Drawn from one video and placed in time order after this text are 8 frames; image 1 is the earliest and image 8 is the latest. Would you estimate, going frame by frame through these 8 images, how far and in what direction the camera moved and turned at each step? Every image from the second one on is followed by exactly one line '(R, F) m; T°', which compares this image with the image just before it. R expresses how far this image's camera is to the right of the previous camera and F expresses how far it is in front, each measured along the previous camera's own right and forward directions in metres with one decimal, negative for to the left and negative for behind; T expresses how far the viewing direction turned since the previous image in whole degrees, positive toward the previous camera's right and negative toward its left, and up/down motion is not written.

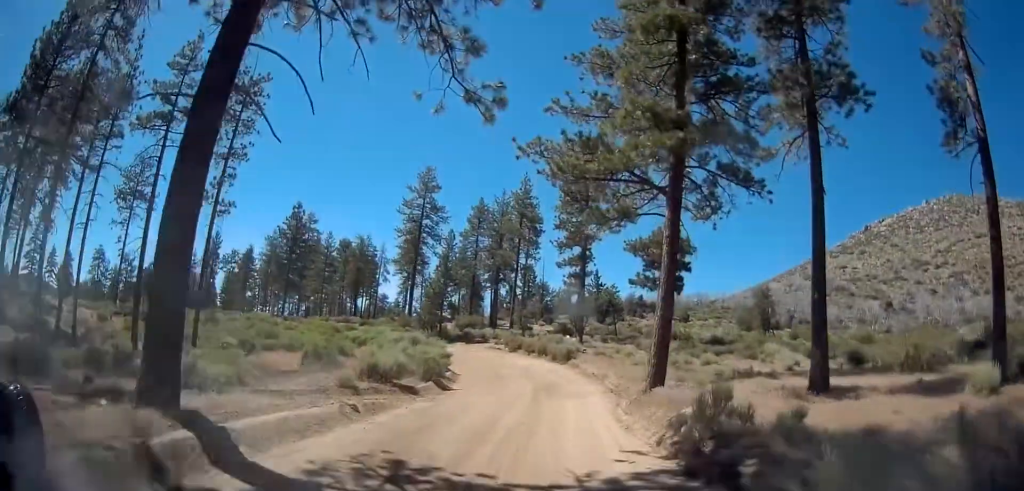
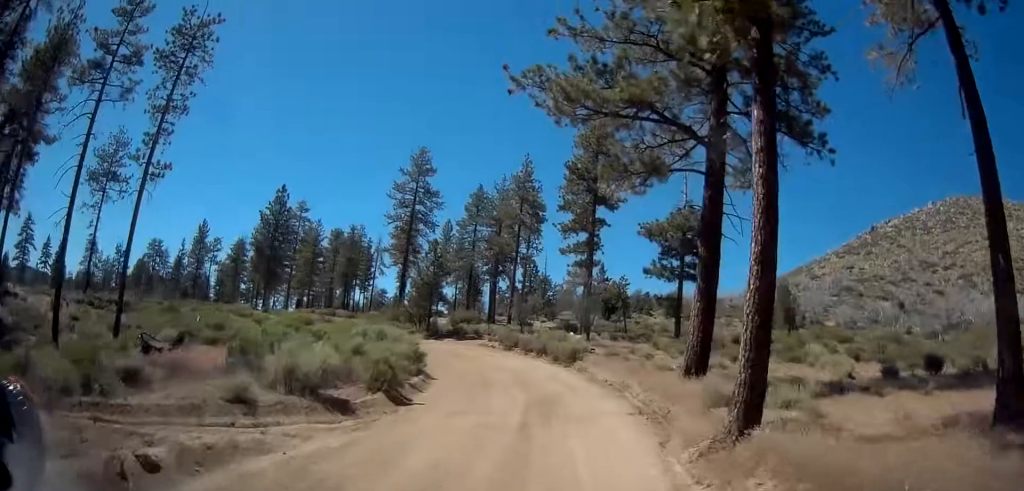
(+0.3, +6.6) m; -1°
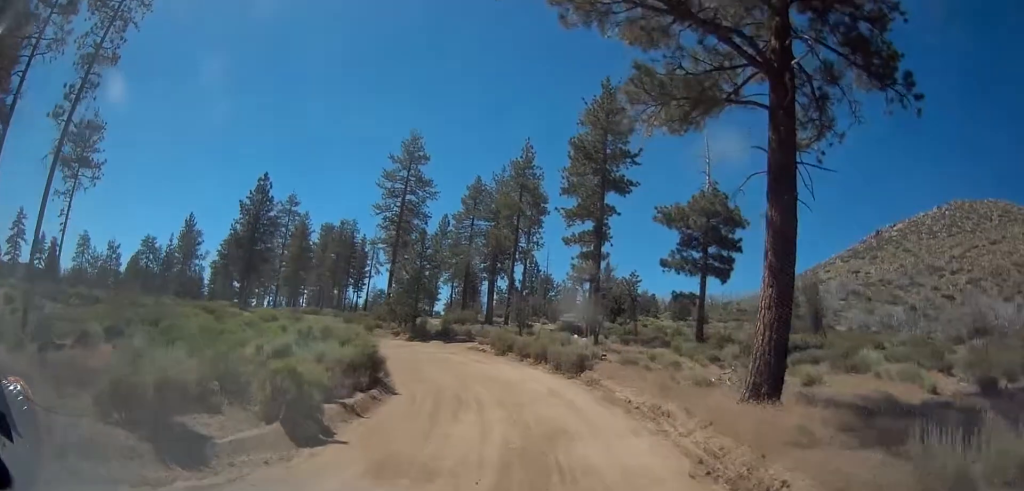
(-0.4, +6.2) m; +1°
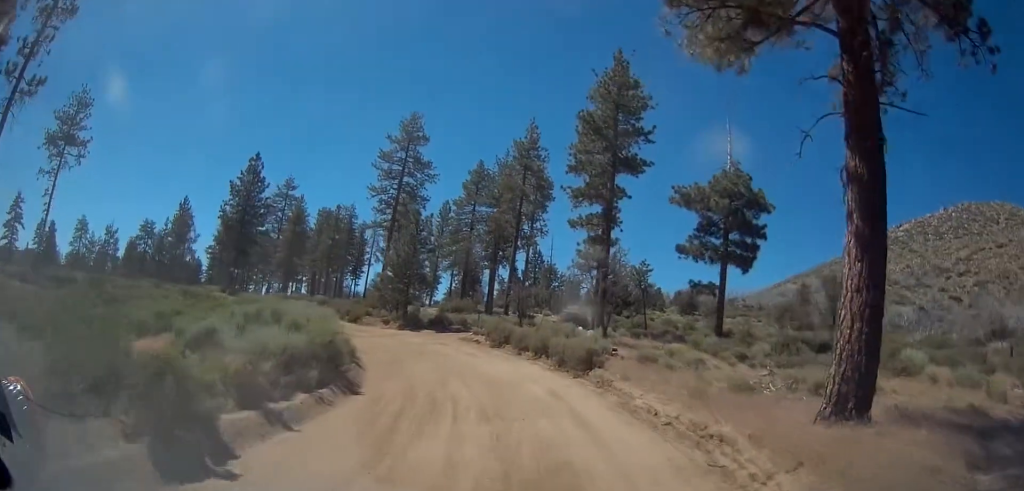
(+0.2, +3.7) m; +1°
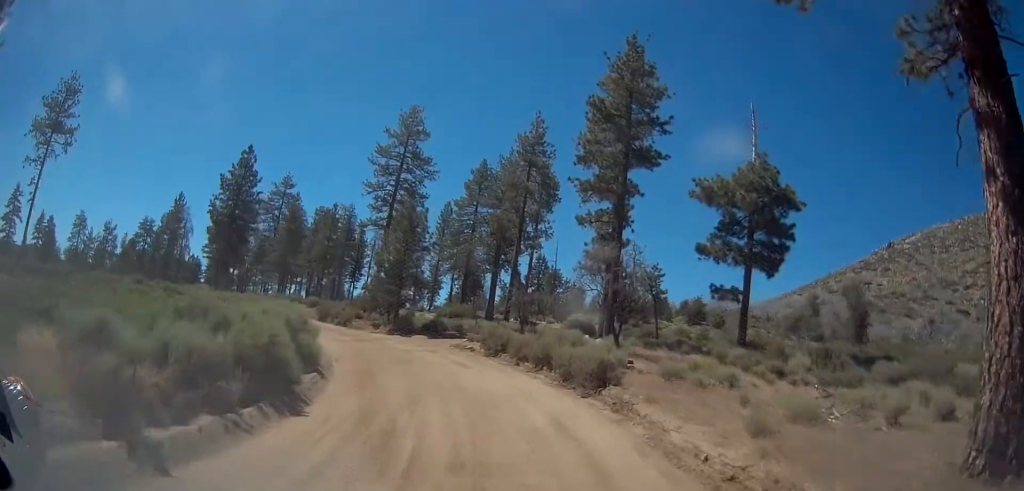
(+0.4, +3.6) m; +1°
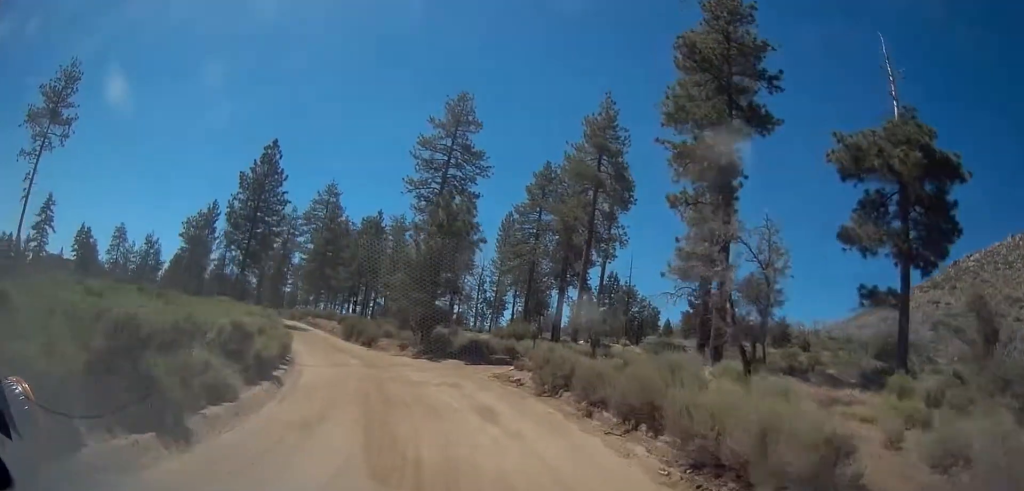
(-1.2, +9.7) m; -12°
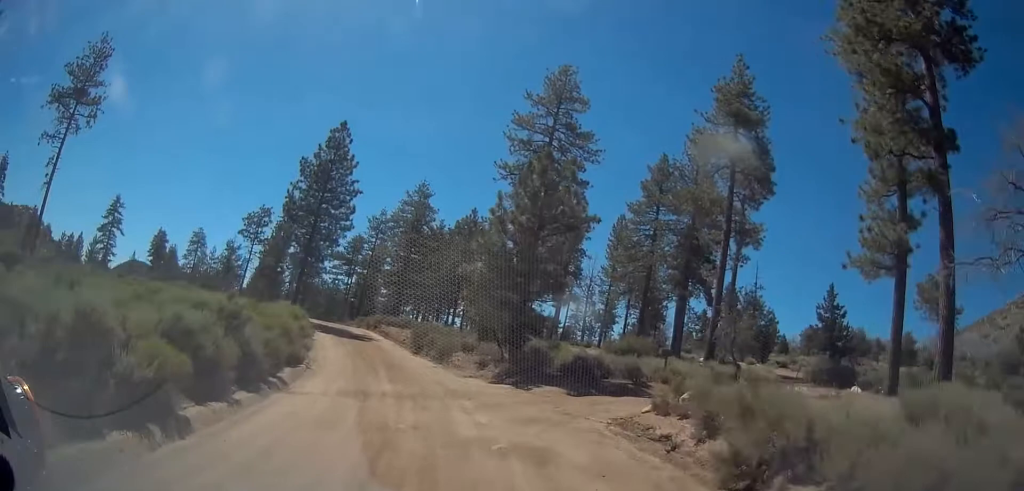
(-1.0, +9.3) m; -12°
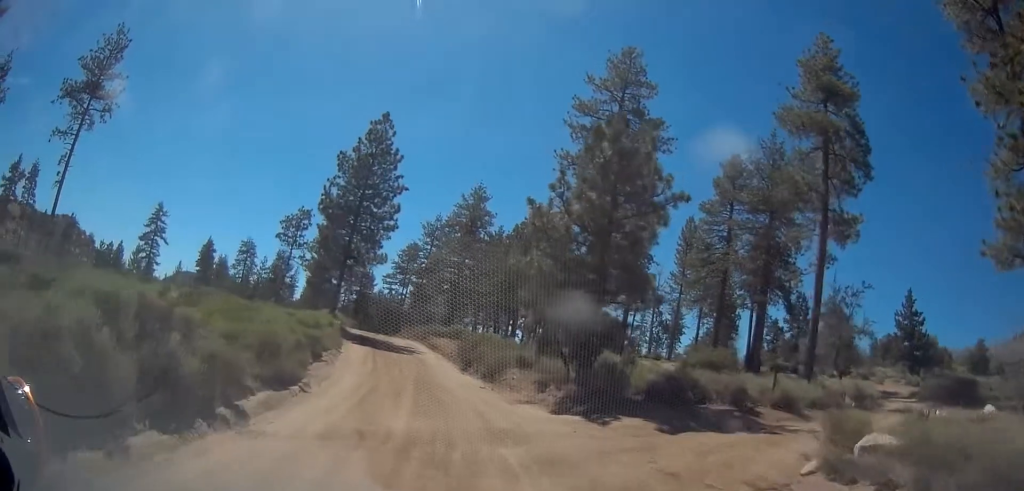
(-0.2, +5.2) m; -3°
